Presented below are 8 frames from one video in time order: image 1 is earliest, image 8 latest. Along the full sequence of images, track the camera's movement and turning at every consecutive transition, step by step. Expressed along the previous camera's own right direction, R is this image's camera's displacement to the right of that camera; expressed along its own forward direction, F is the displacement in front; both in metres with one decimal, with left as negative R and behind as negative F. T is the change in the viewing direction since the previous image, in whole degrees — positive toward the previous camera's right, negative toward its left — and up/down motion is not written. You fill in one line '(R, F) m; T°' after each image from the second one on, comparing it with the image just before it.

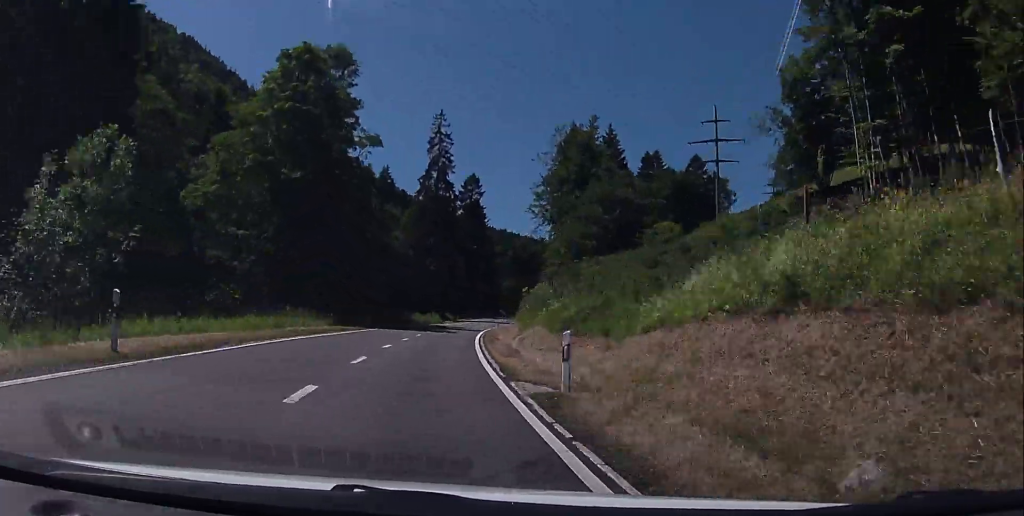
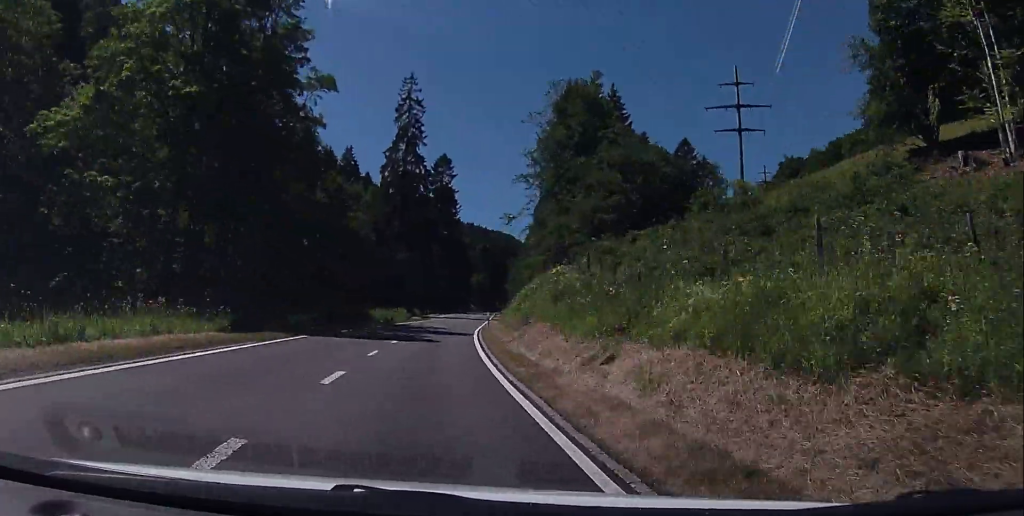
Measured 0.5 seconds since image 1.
(+0.8, +16.3) m; +2°
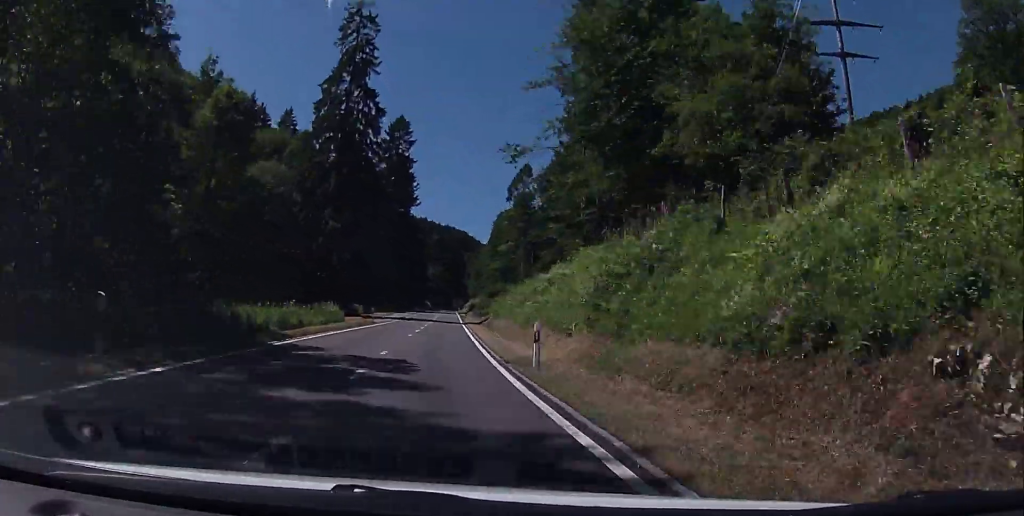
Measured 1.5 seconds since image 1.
(+0.4, +29.3) m; +3°
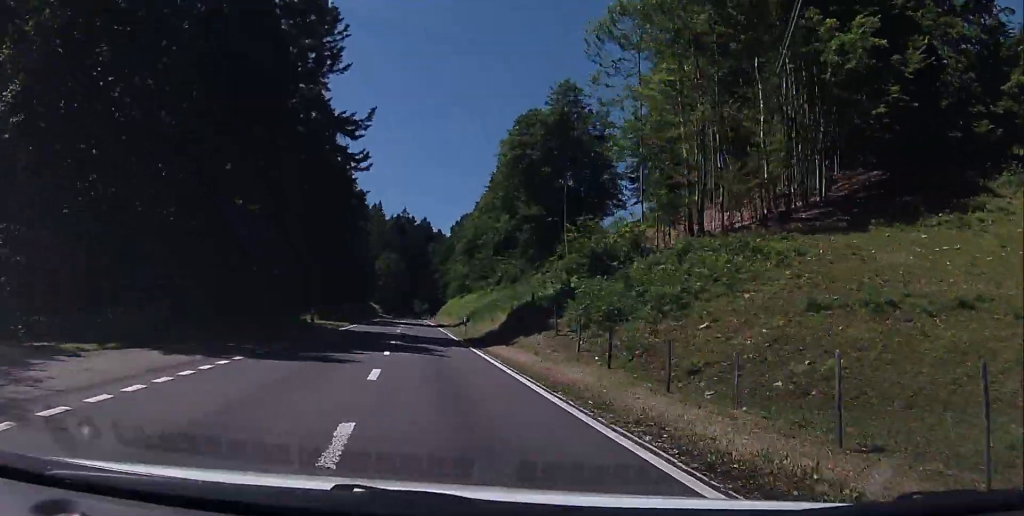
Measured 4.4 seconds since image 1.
(+8.1, +91.6) m; +7°
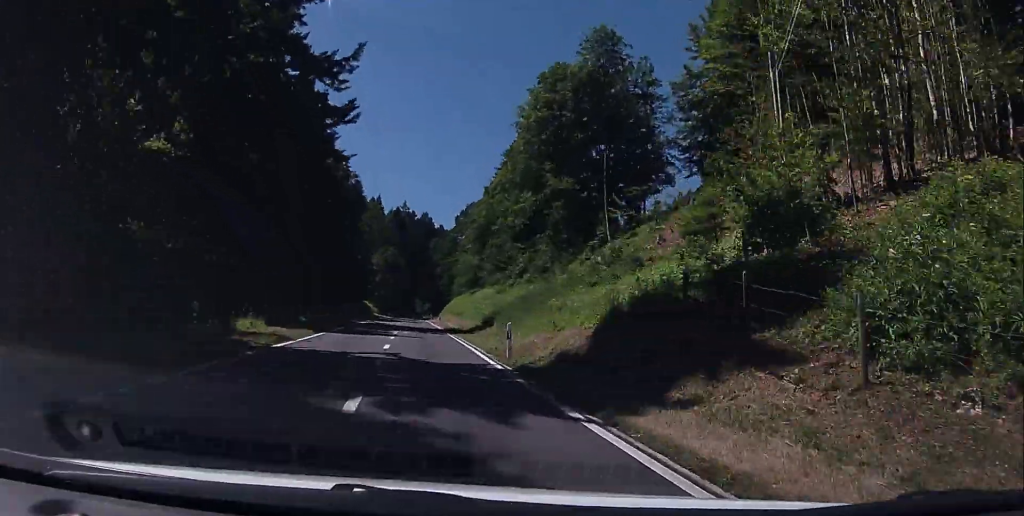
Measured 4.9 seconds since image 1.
(+0.1, +16.1) m; 0°
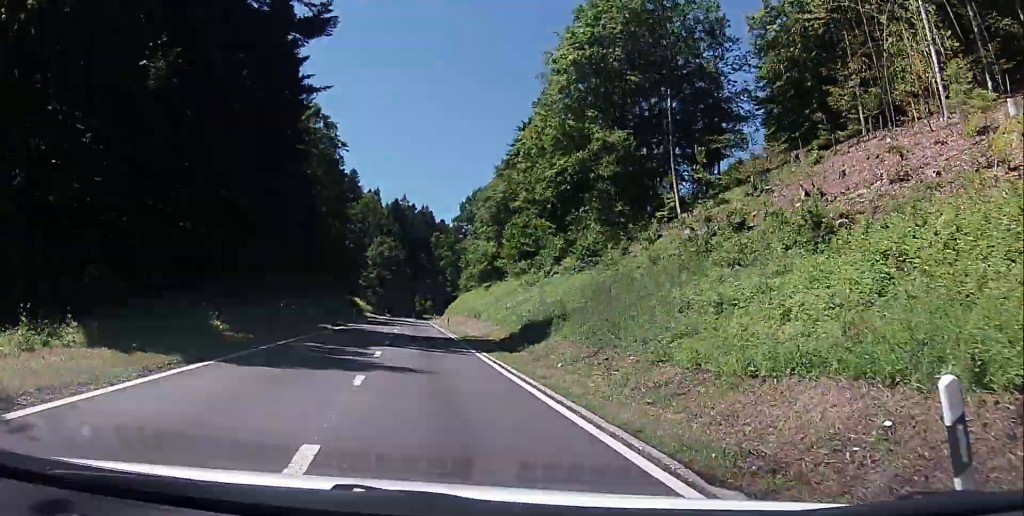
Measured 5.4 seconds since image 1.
(+0.1, +16.2) m; -1°
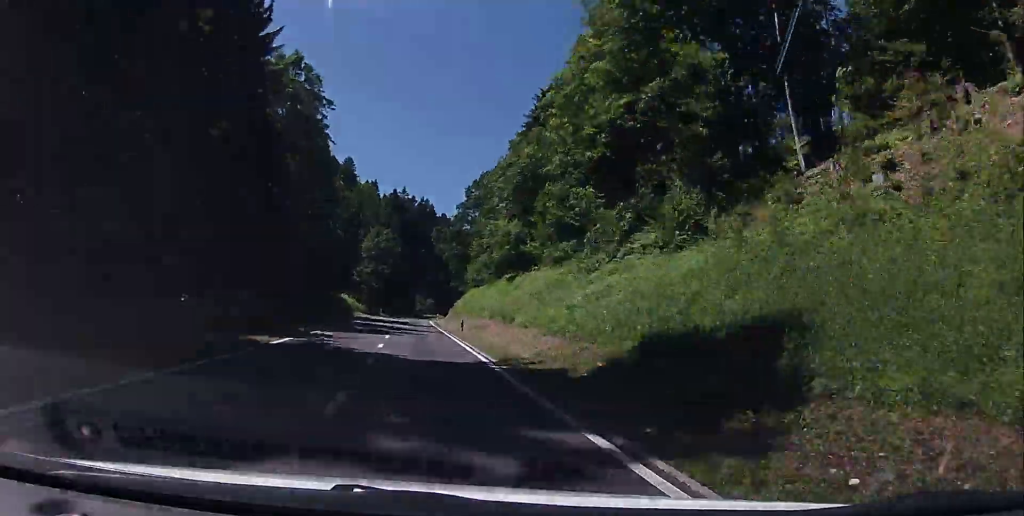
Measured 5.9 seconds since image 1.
(0.0, +15.2) m; 0°
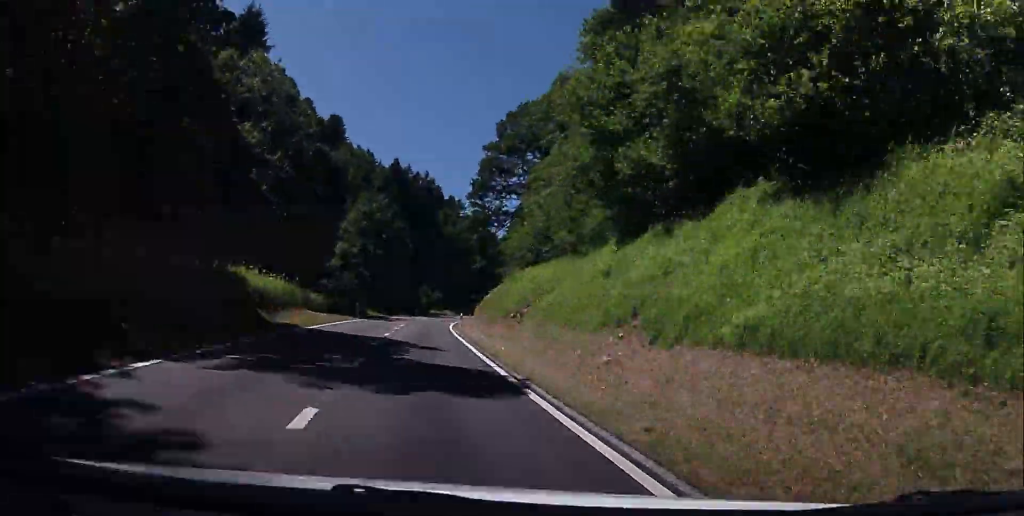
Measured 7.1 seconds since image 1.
(-0.5, +39.0) m; 0°
